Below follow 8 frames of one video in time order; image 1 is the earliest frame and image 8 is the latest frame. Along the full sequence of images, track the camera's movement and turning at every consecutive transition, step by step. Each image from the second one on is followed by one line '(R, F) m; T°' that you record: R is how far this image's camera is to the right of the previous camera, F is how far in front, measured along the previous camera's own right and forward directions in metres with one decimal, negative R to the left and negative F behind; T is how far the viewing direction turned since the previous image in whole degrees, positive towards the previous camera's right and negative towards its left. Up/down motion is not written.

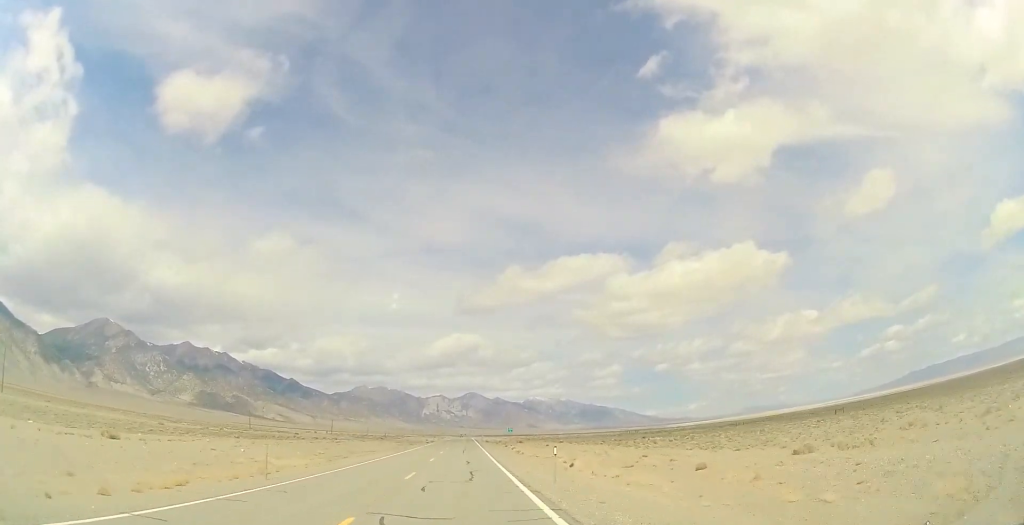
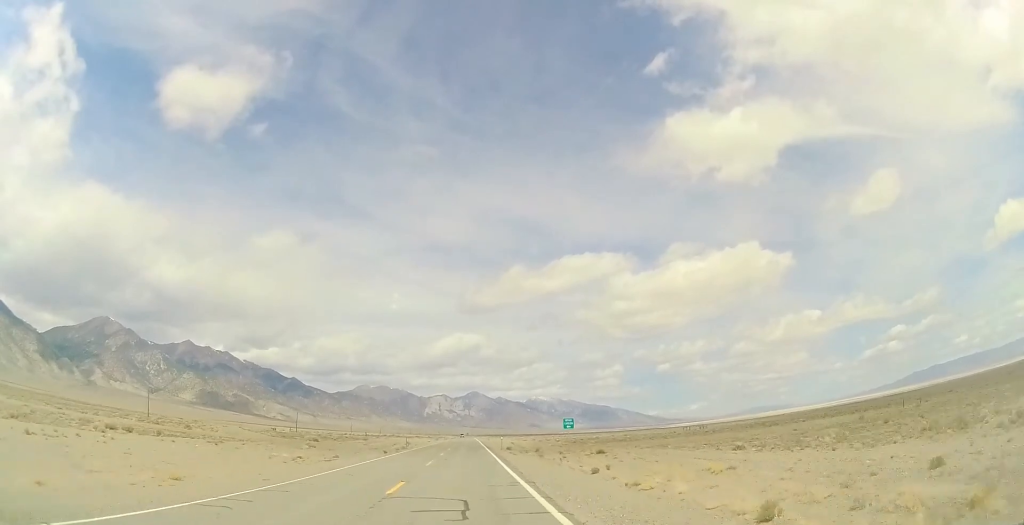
(0.0, +53.5) m; 0°
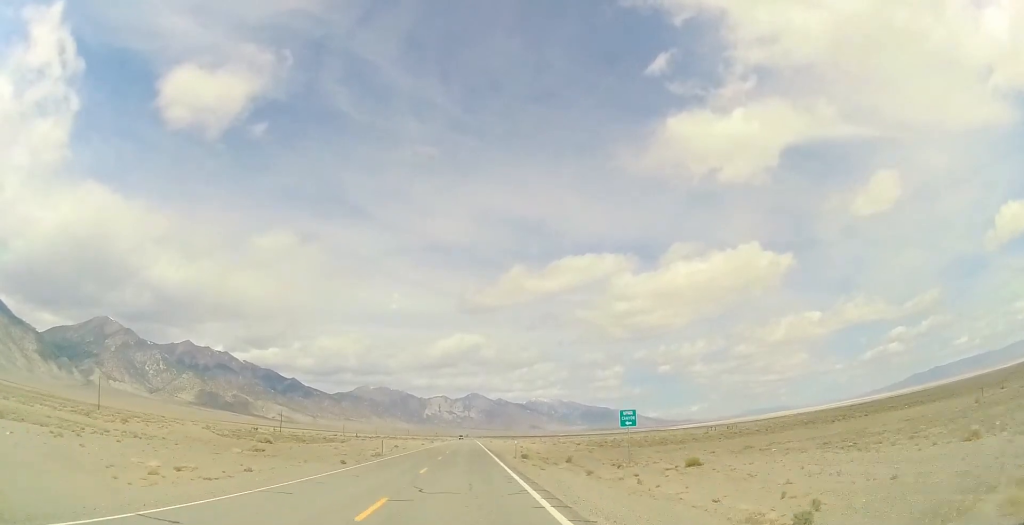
(+0.1, +16.1) m; 0°
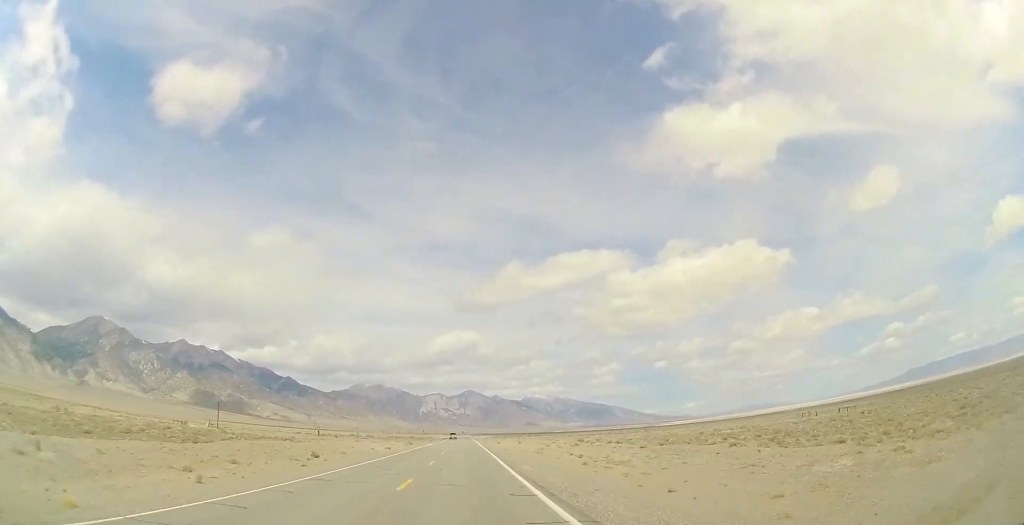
(-0.4, +43.3) m; 0°
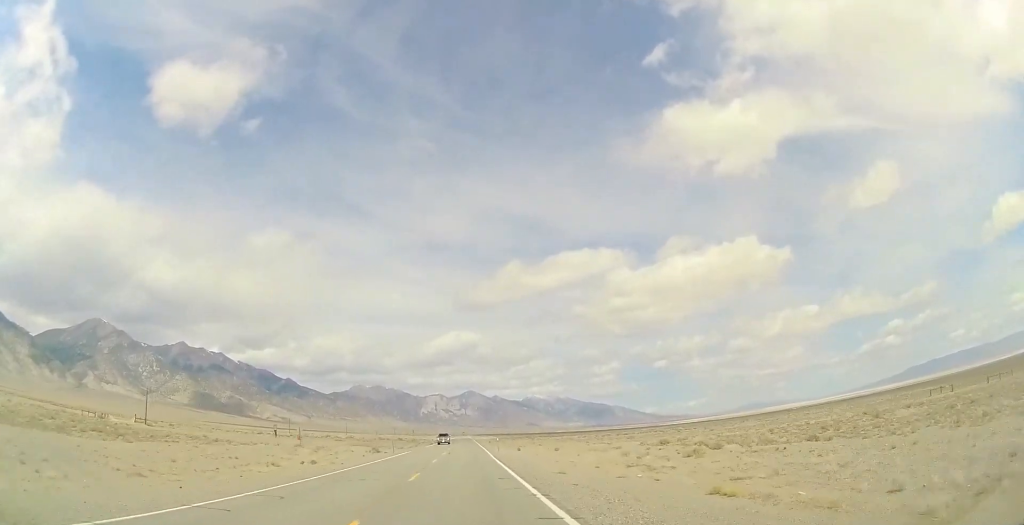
(+0.4, +32.9) m; +1°
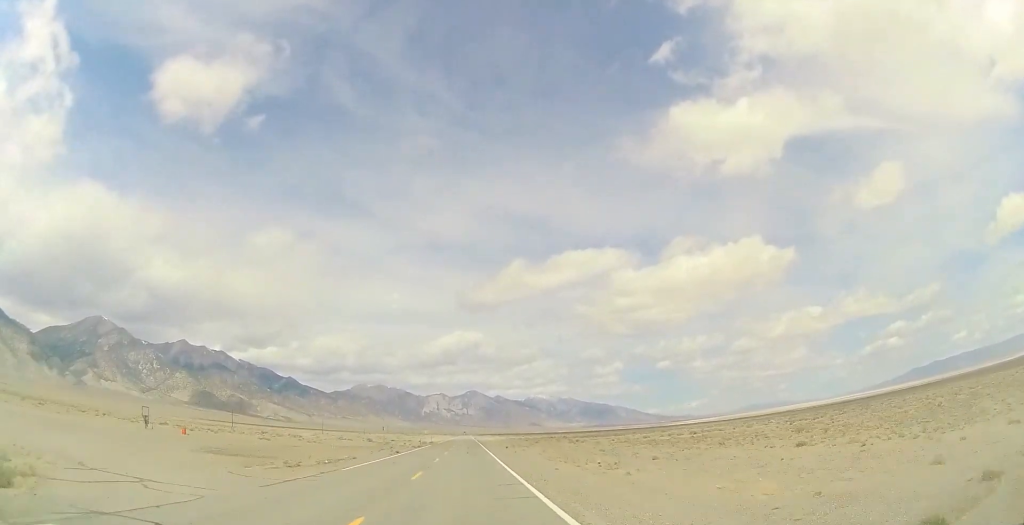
(0.0, +48.0) m; 0°
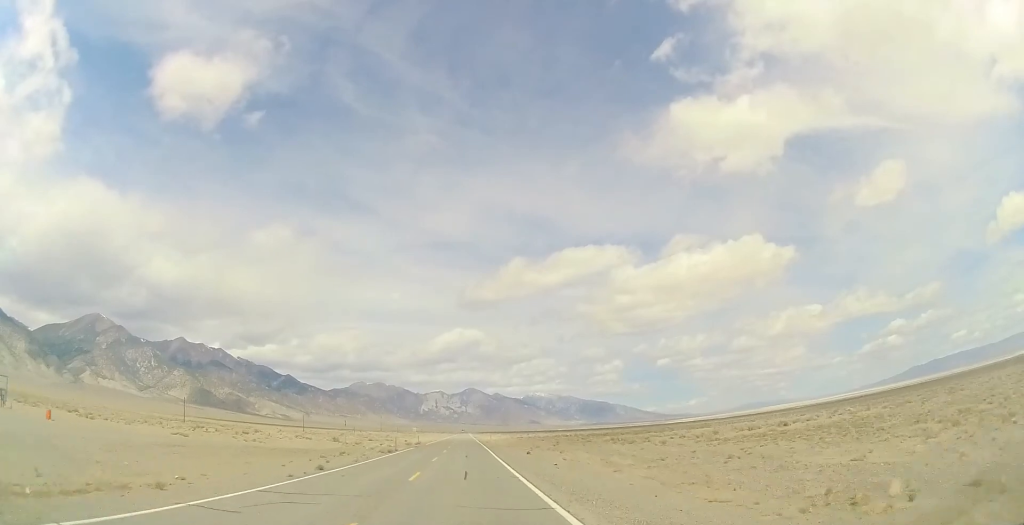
(0.0, +25.2) m; 0°
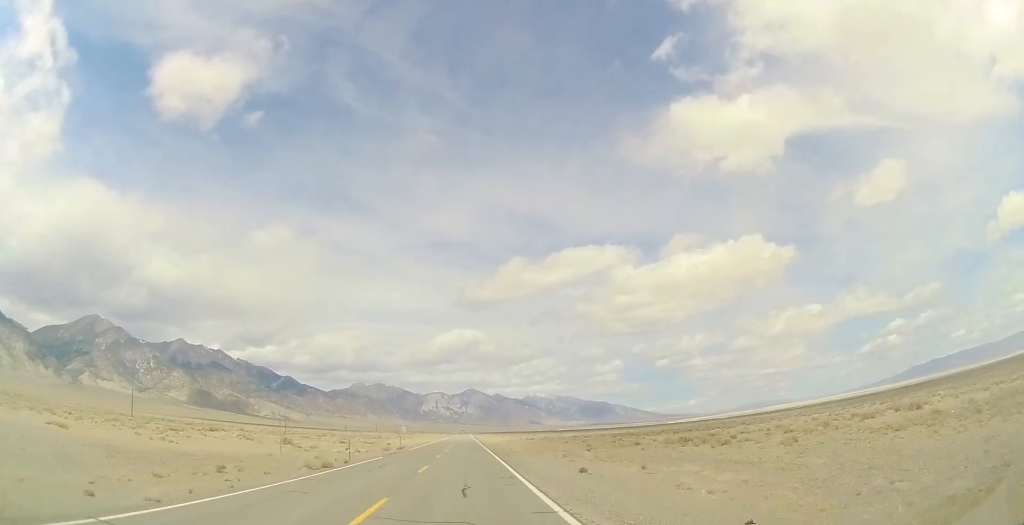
(0.0, +20.6) m; 0°
